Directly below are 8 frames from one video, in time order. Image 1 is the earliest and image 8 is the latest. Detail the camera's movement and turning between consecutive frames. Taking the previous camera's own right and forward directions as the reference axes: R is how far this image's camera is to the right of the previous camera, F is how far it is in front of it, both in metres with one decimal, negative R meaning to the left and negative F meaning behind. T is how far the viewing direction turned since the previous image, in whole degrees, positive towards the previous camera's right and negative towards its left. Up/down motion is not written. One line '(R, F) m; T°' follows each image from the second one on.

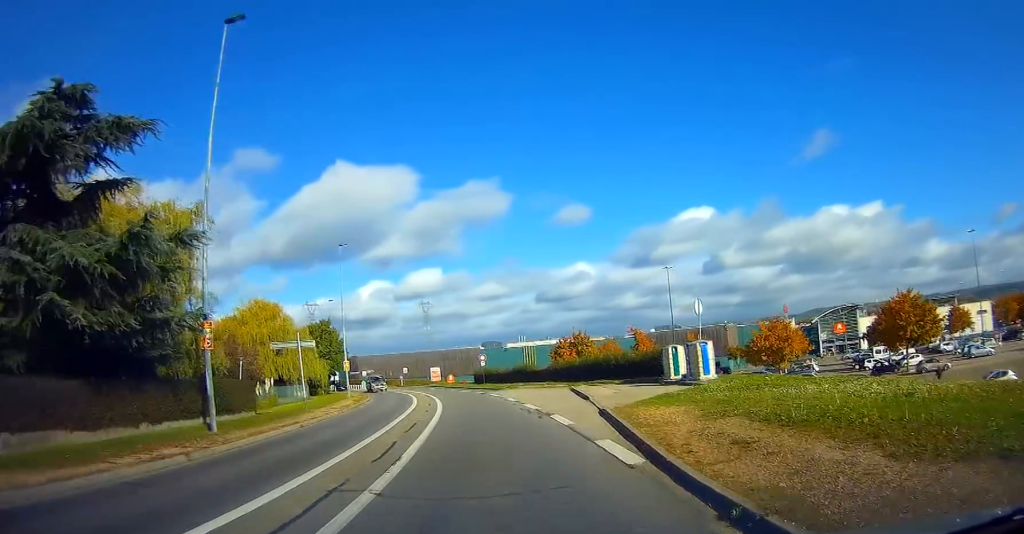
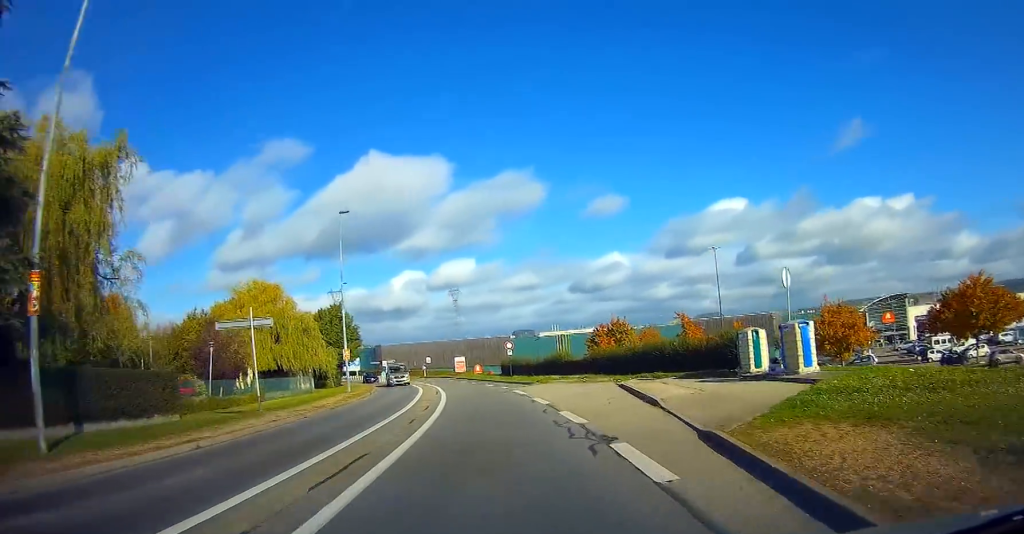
(-0.2, +7.8) m; -2°
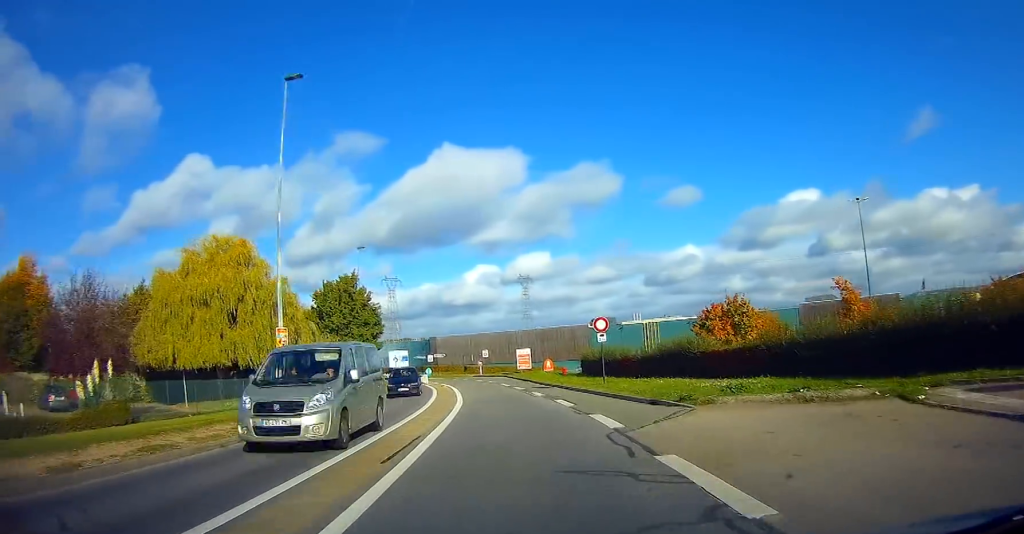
(-1.3, +21.3) m; -7°
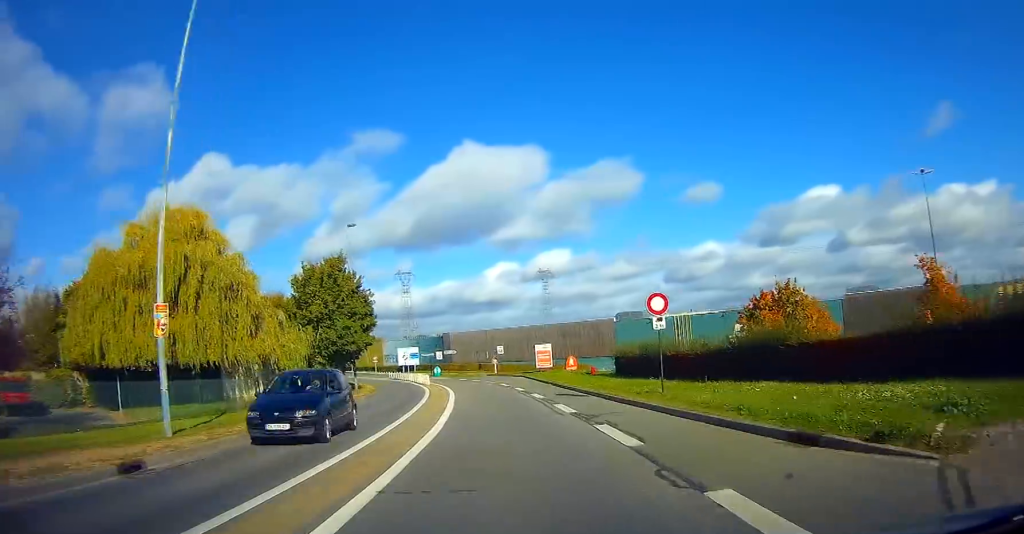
(-0.2, +8.9) m; -2°
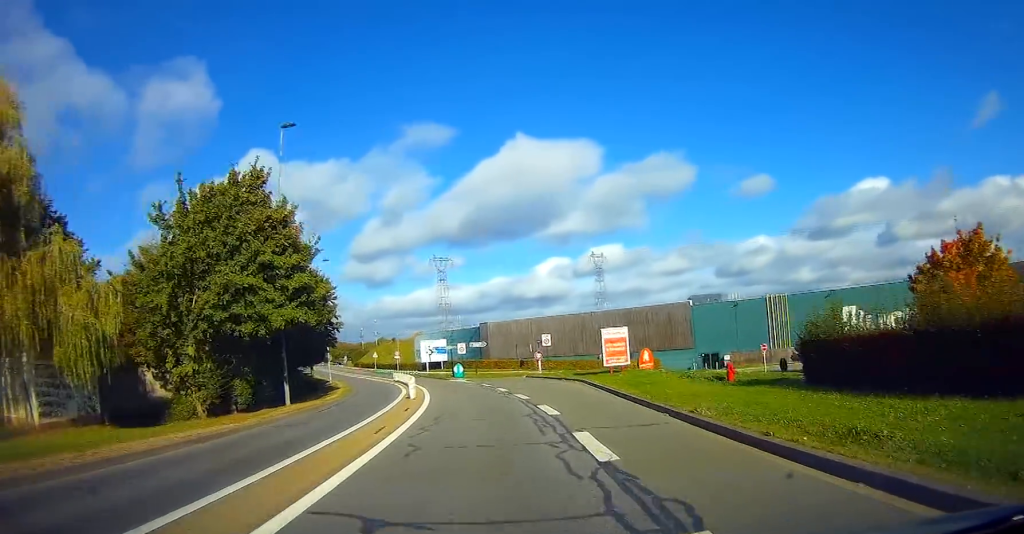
(-0.7, +21.1) m; -5°
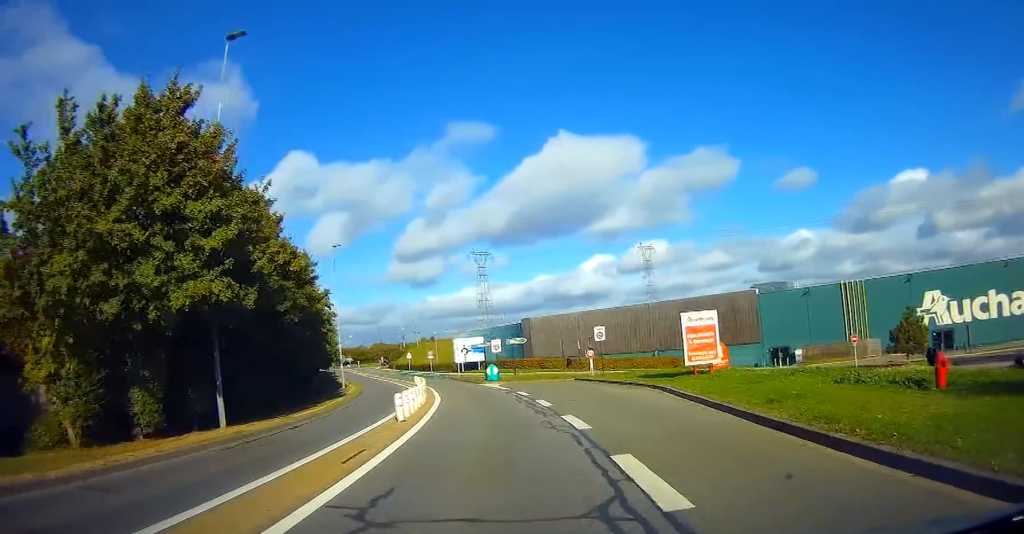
(-0.3, +9.3) m; -4°
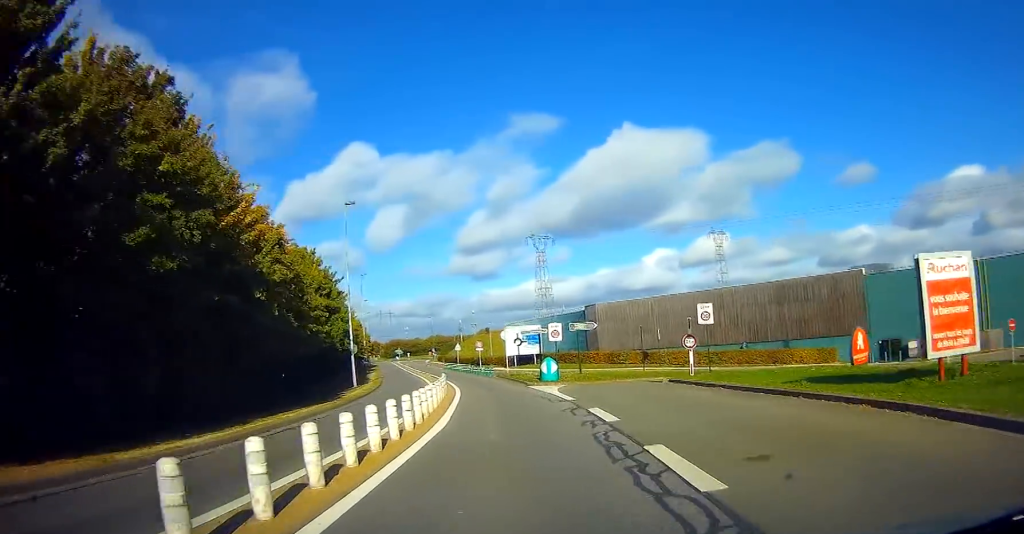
(-0.7, +12.4) m; -5°
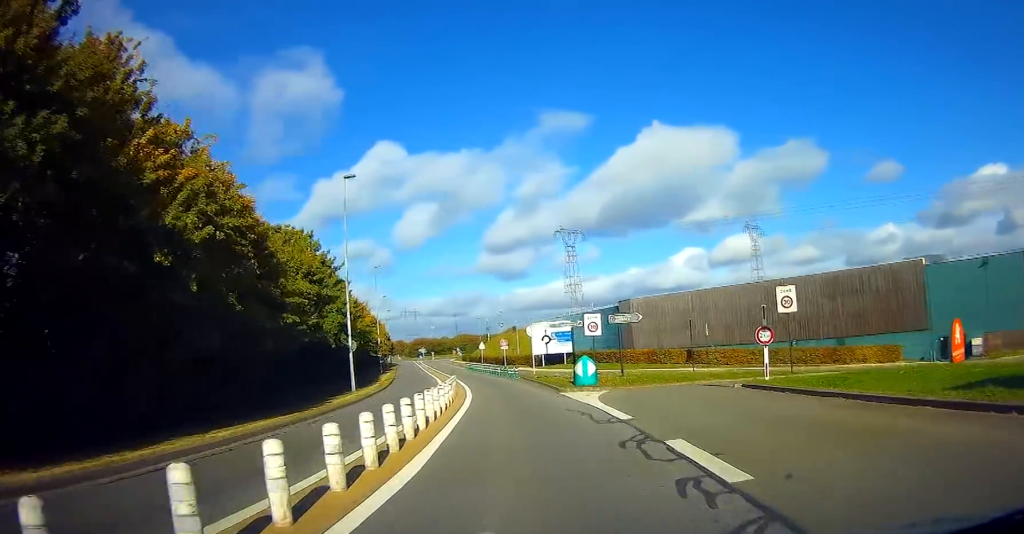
(-0.1, +6.3) m; -2°
